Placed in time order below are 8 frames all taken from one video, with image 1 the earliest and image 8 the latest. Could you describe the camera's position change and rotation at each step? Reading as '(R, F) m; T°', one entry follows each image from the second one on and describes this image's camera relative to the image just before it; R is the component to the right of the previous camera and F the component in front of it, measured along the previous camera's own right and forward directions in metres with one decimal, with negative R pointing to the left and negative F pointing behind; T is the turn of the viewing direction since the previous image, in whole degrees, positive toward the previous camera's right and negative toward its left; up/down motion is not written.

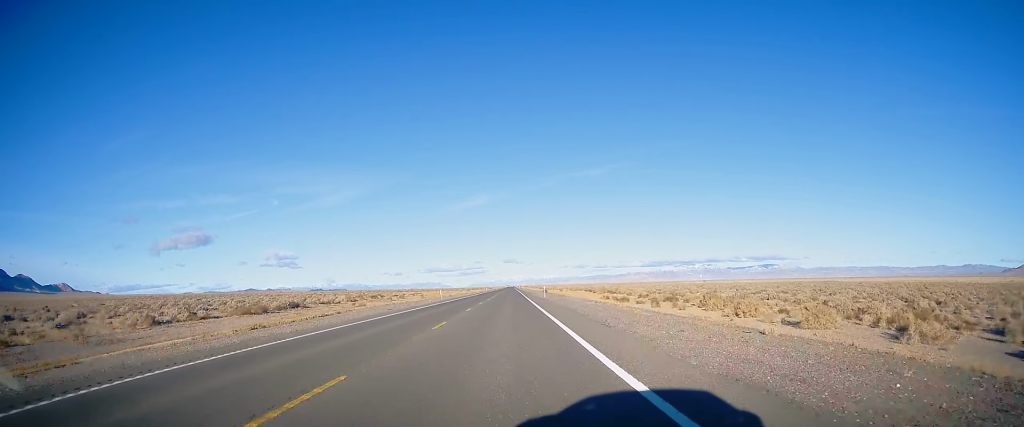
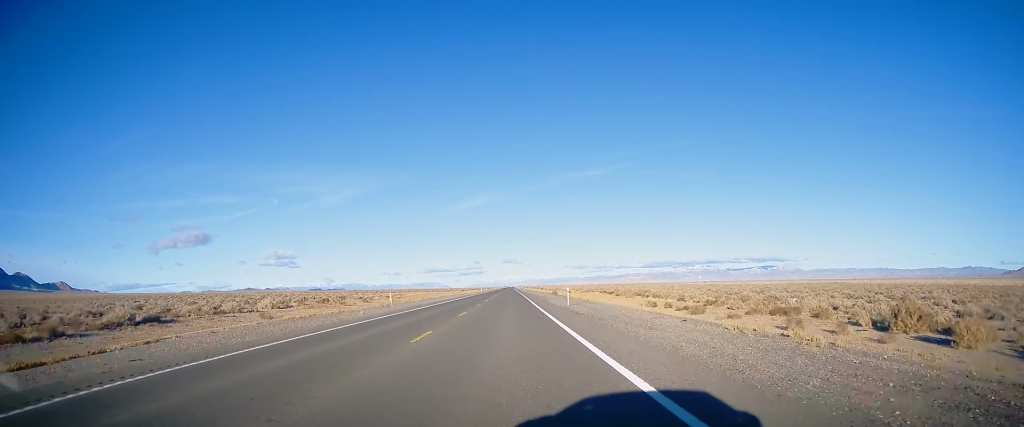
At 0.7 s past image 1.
(-0.1, +28.5) m; 0°
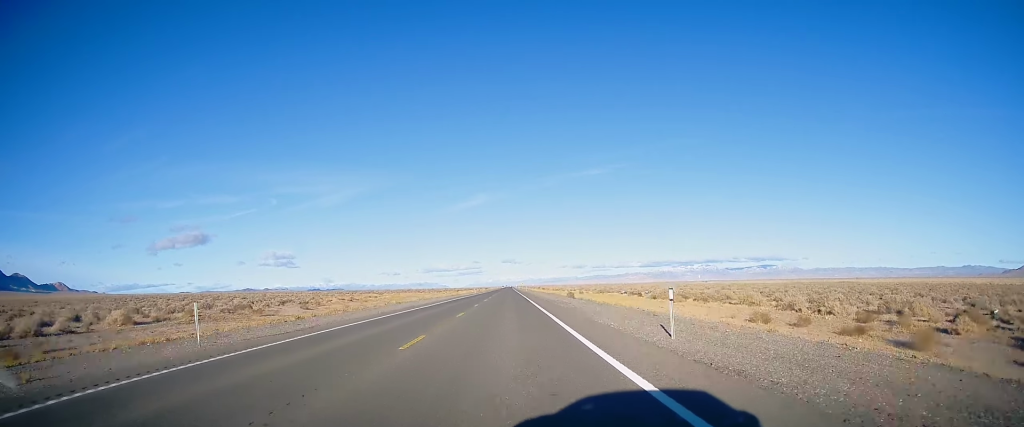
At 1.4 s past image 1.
(-0.2, +25.9) m; +1°
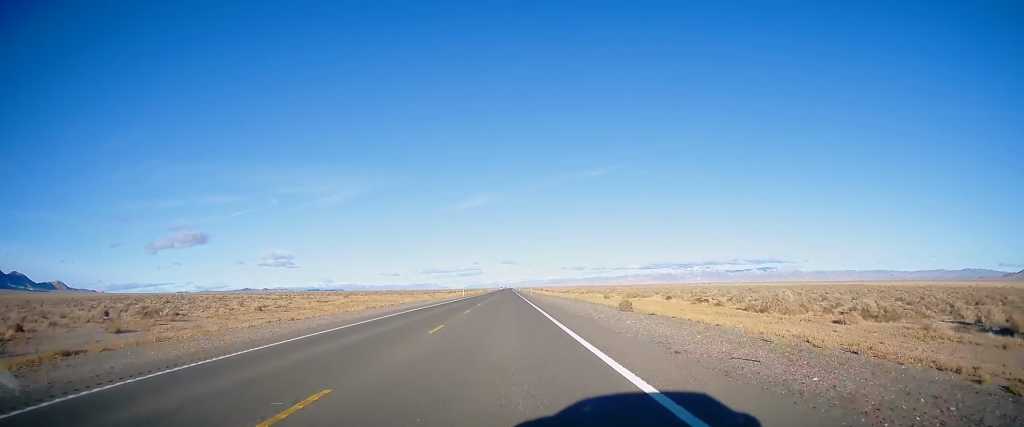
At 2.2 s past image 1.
(+0.8, +32.5) m; 0°
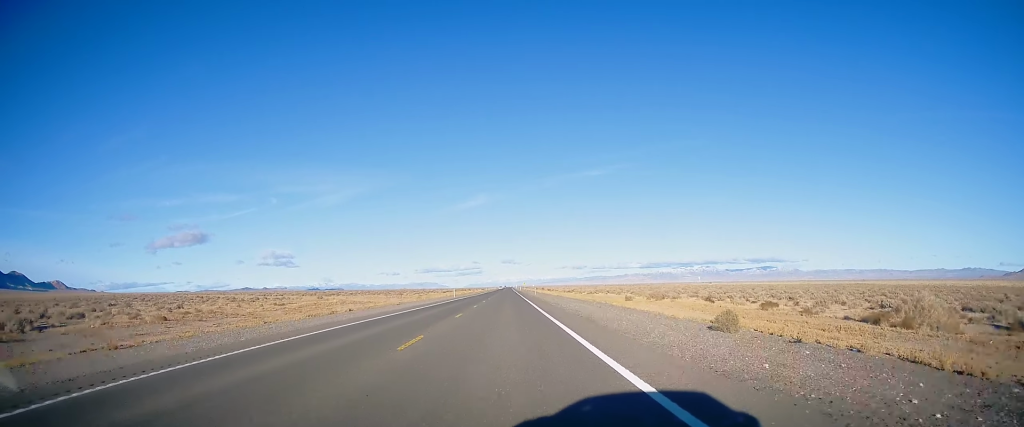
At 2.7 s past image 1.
(-0.2, +16.9) m; 0°
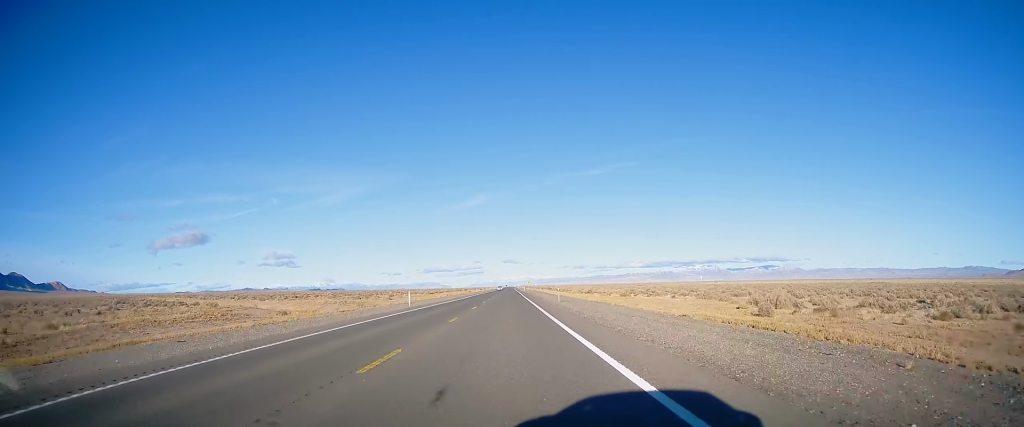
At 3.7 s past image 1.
(-0.4, +40.3) m; -1°
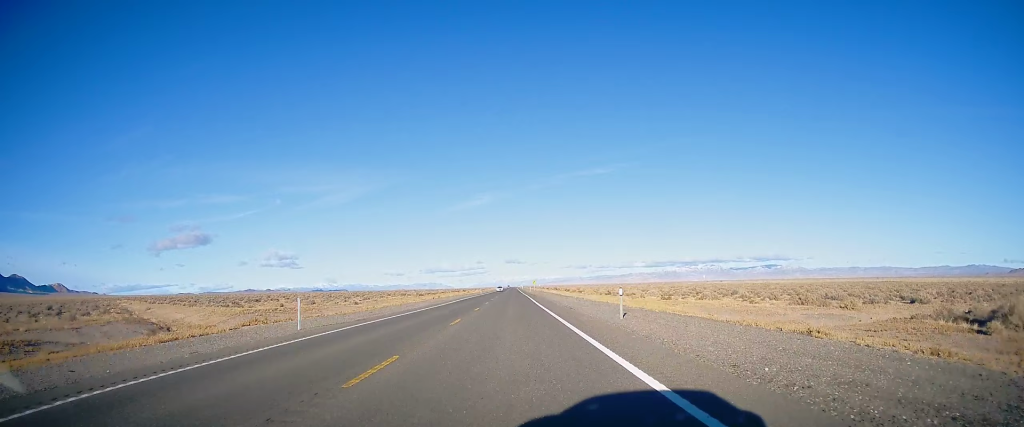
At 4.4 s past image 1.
(0.0, +26.0) m; 0°
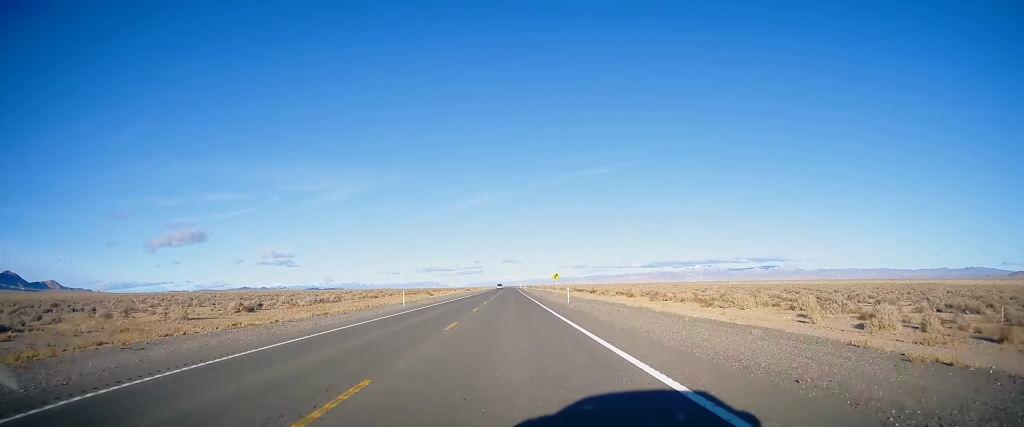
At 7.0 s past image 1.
(-0.1, +101.1) m; 0°
